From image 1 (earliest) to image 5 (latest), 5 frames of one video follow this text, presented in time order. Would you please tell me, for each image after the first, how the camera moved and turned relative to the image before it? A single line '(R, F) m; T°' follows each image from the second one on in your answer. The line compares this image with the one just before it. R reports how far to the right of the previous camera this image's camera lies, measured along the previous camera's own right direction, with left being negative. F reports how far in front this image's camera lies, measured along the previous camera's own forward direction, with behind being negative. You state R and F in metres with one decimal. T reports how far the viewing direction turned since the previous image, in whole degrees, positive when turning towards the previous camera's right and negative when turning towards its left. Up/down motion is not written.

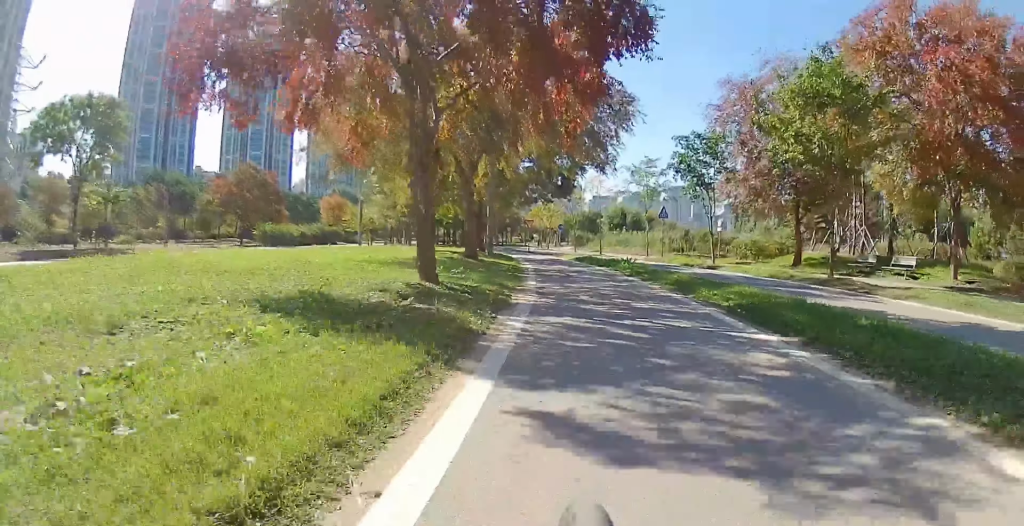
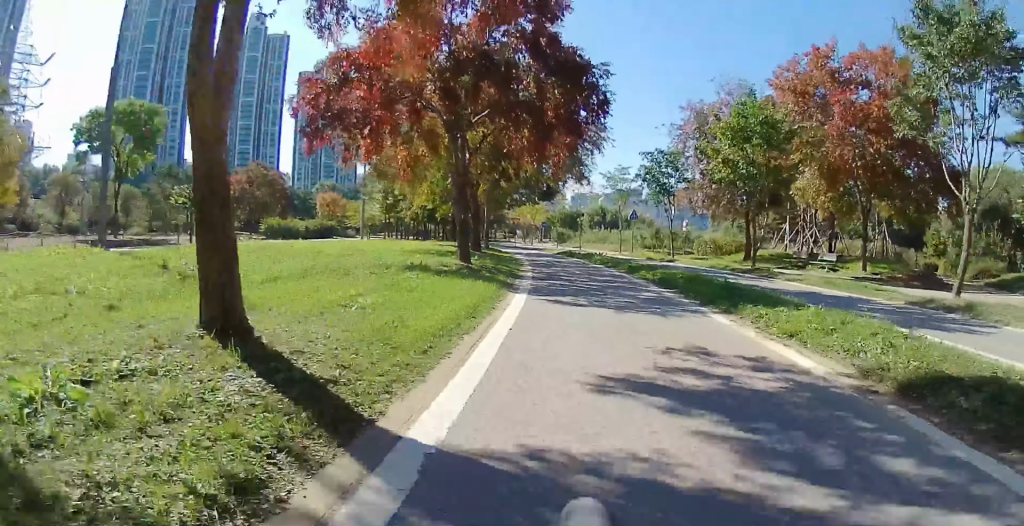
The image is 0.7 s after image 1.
(0.0, +5.3) m; +1°
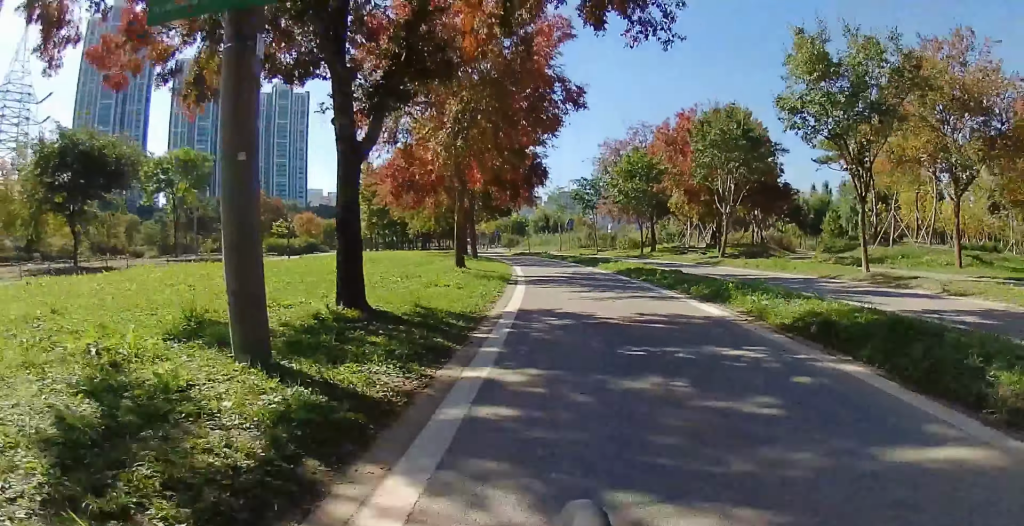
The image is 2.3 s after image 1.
(+0.4, +12.9) m; 0°
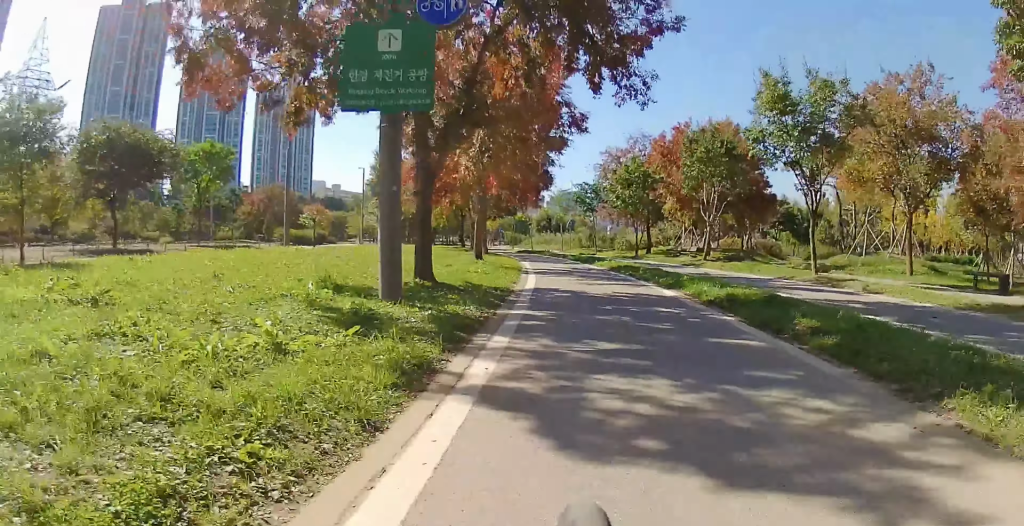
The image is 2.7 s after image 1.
(0.0, +3.2) m; -1°
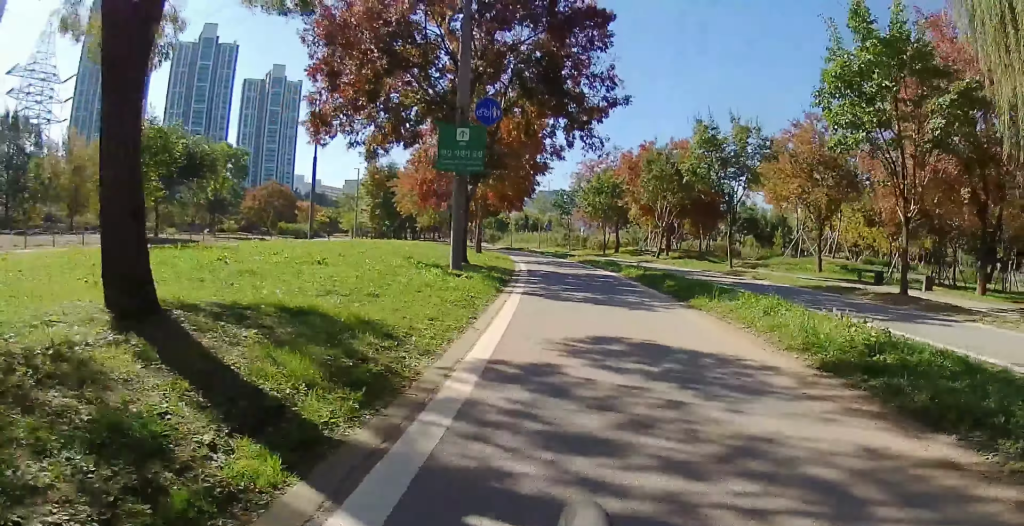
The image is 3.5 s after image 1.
(-0.2, +6.1) m; 0°
